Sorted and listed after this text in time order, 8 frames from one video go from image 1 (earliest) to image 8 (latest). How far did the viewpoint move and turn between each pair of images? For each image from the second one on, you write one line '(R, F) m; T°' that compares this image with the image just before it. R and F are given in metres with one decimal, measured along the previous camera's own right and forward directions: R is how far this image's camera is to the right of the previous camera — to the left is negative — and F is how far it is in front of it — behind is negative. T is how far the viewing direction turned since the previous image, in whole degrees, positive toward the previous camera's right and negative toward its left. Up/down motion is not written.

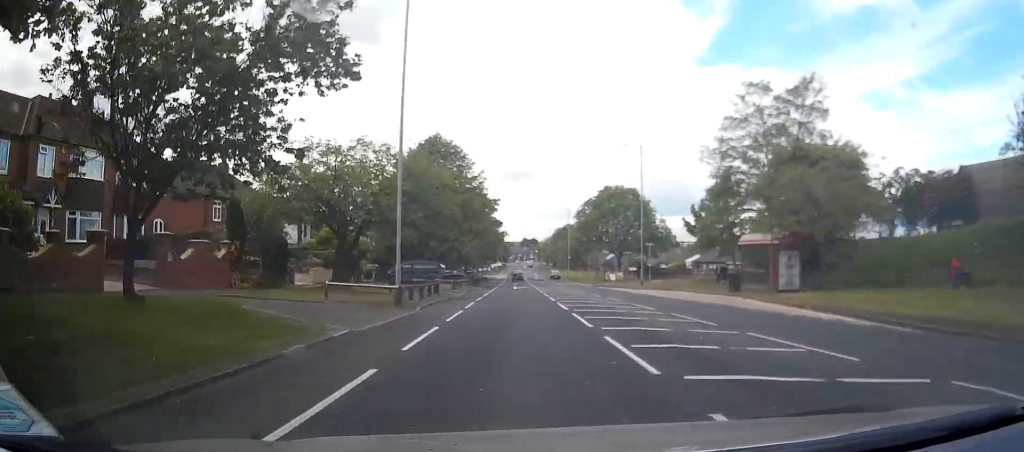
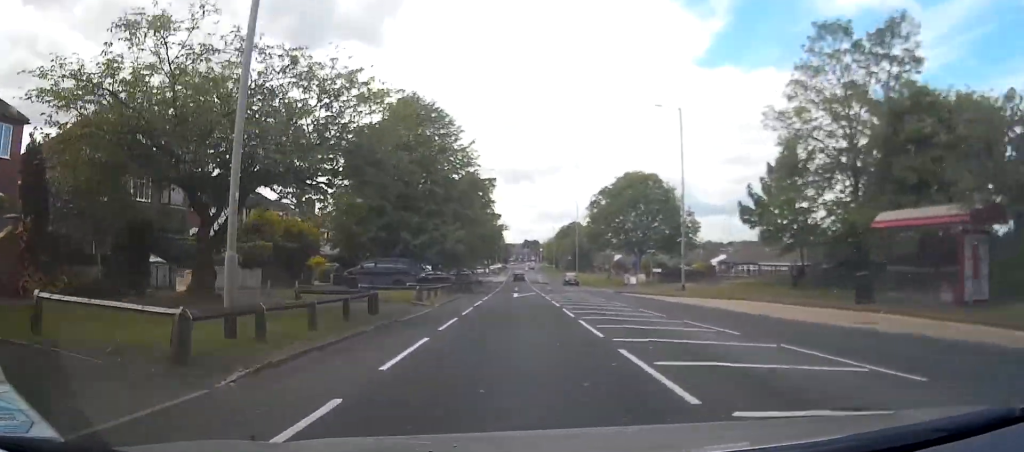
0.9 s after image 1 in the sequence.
(+0.1, +13.4) m; +1°
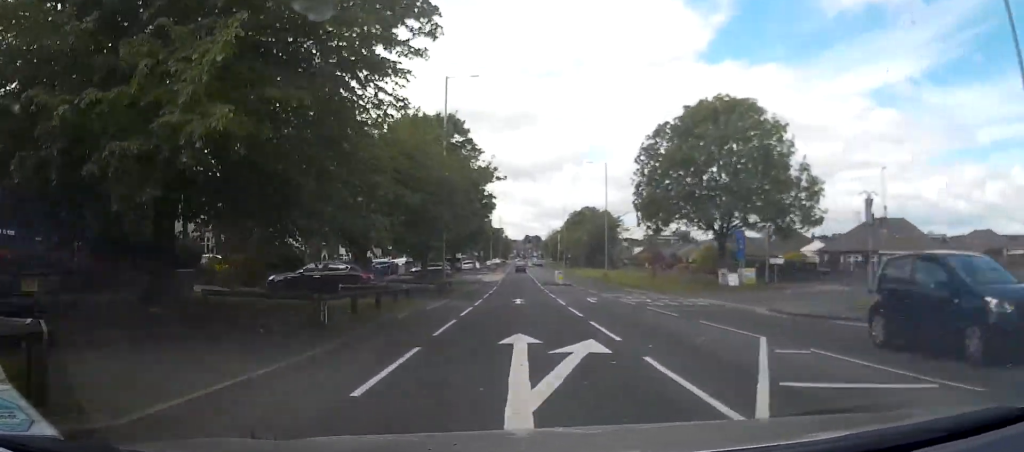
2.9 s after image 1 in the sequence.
(-0.1, +31.5) m; -1°
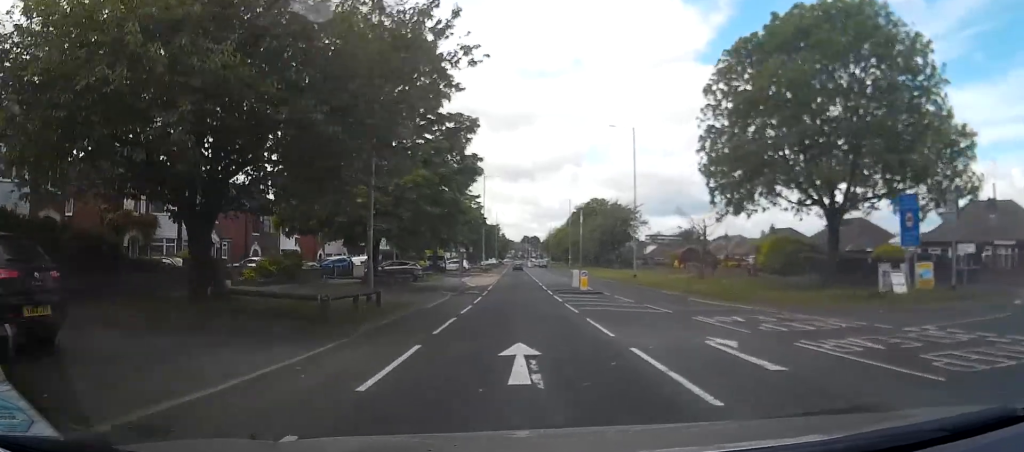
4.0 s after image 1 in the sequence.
(0.0, +17.4) m; +1°
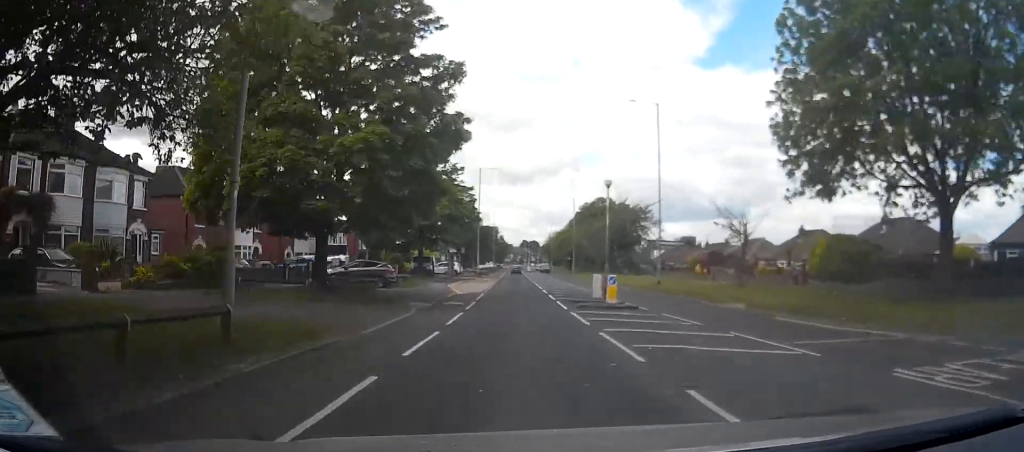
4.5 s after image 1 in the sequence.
(+0.2, +9.0) m; +1°
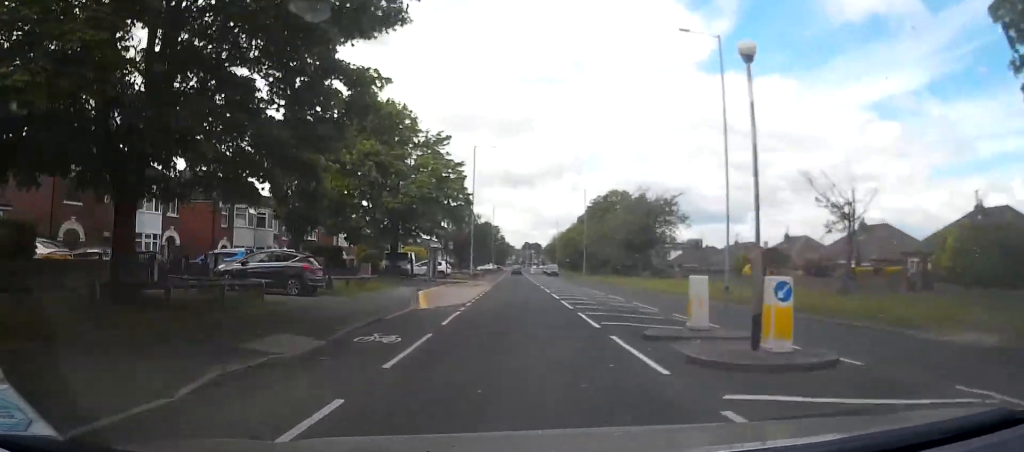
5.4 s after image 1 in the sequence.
(+0.1, +13.2) m; 0°
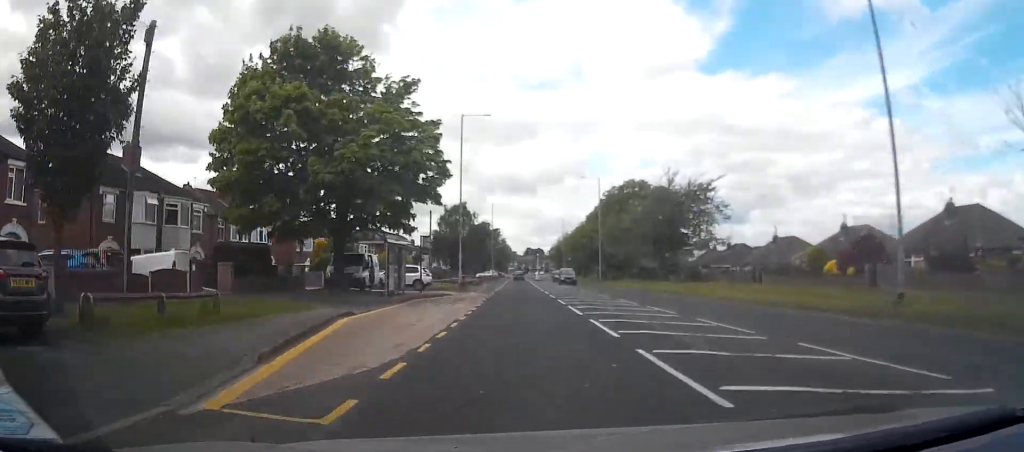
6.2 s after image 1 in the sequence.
(0.0, +13.7) m; -1°
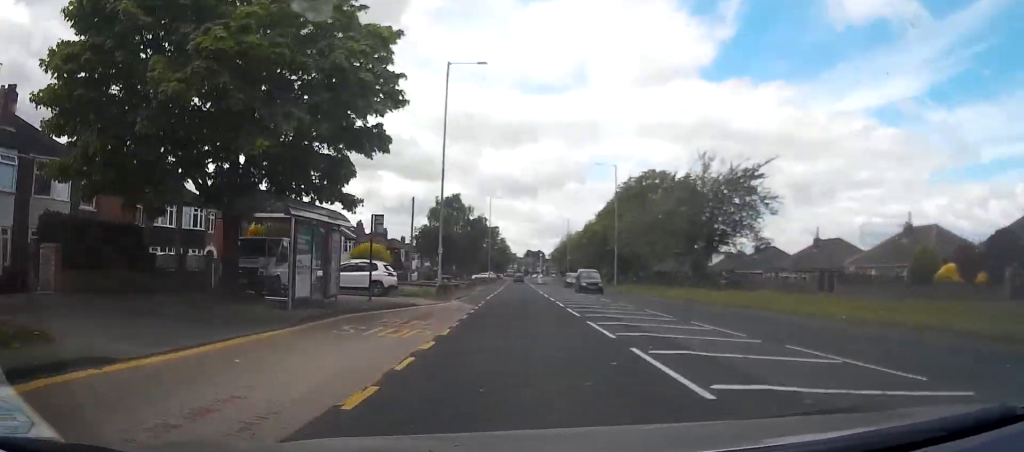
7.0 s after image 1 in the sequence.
(-0.1, +11.6) m; -1°
